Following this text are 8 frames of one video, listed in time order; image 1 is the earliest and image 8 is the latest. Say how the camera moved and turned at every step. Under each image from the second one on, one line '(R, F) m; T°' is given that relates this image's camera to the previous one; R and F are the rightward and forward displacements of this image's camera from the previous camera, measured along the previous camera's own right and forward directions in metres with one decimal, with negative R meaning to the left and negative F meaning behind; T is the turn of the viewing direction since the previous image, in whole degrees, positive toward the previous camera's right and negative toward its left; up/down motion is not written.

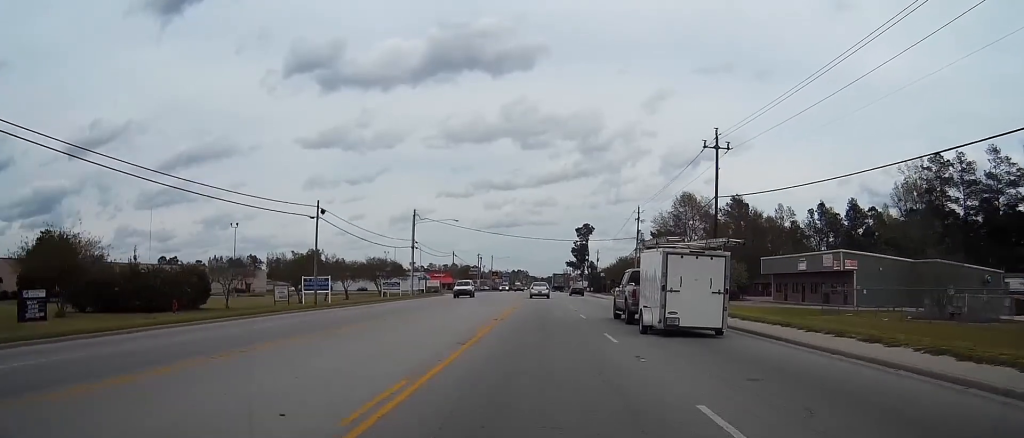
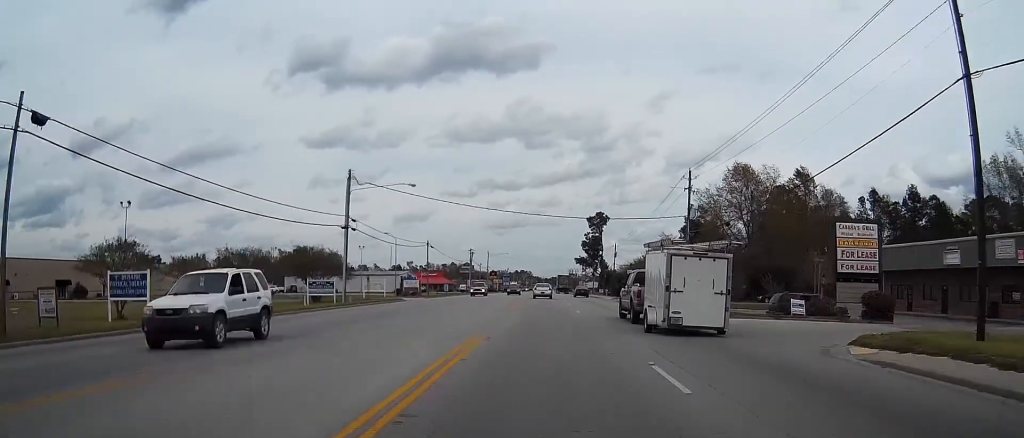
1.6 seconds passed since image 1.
(-0.2, +32.6) m; -1°
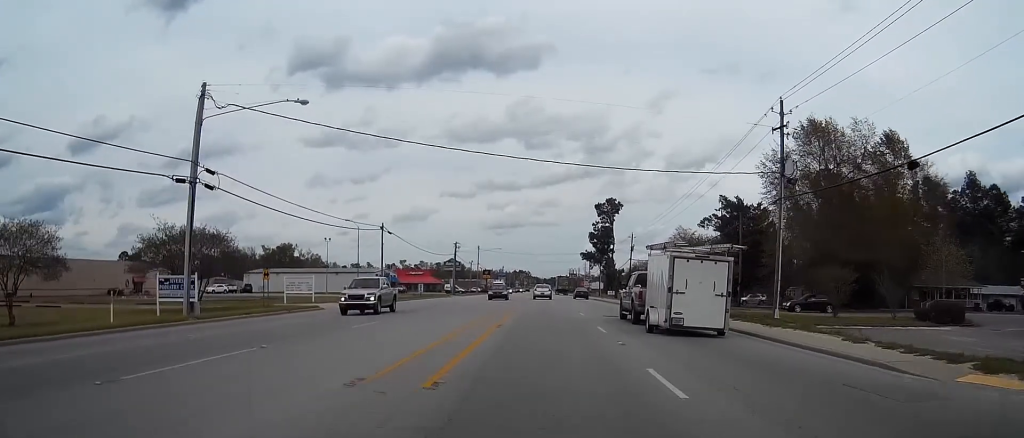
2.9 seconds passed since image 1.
(0.0, +27.2) m; 0°
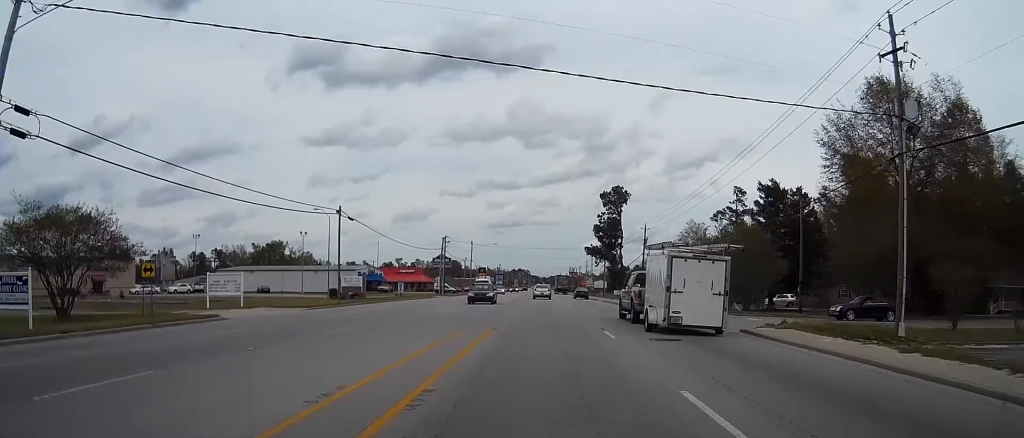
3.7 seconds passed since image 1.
(0.0, +14.9) m; 0°
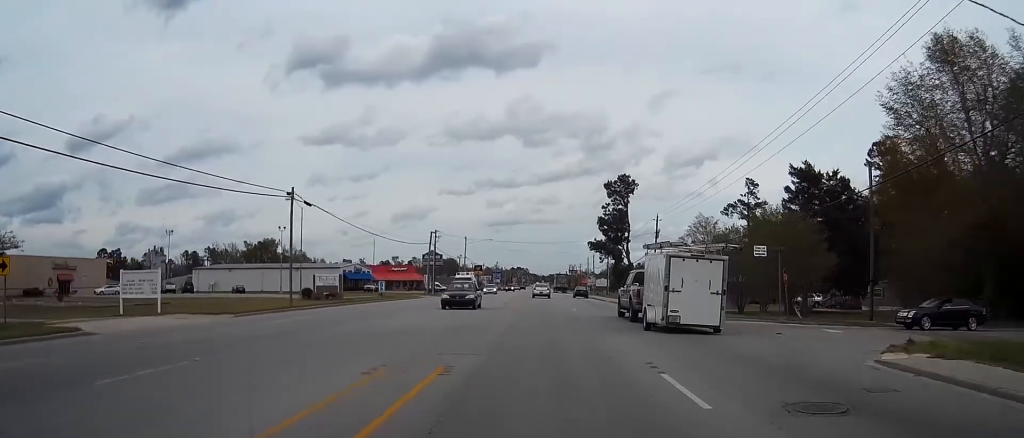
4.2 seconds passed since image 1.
(0.0, +10.8) m; 0°
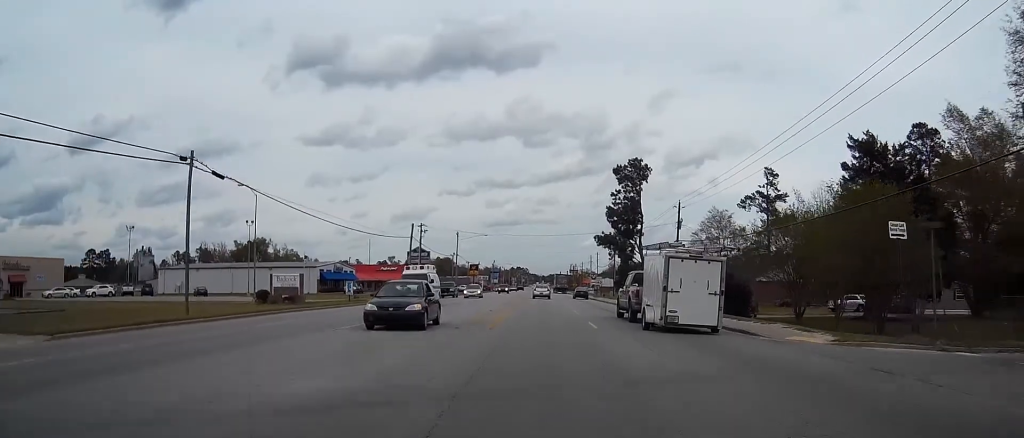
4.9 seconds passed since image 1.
(0.0, +14.1) m; 0°
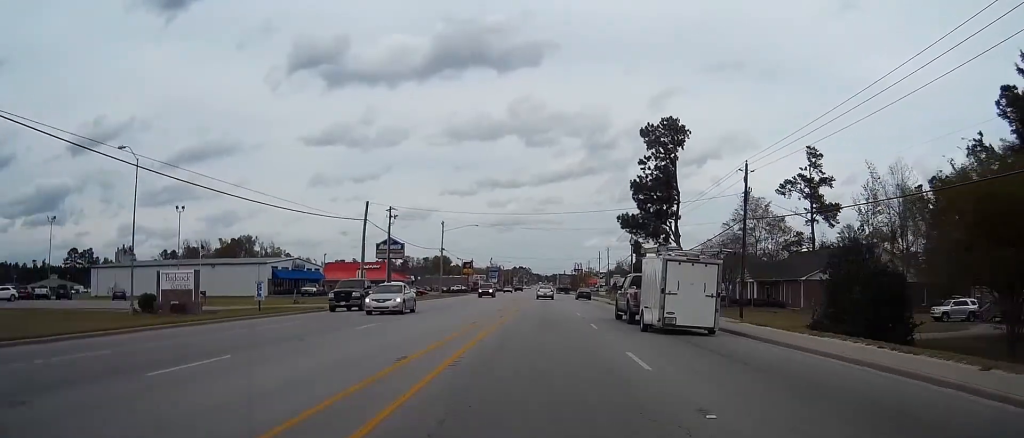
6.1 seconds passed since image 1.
(0.0, +23.5) m; 0°
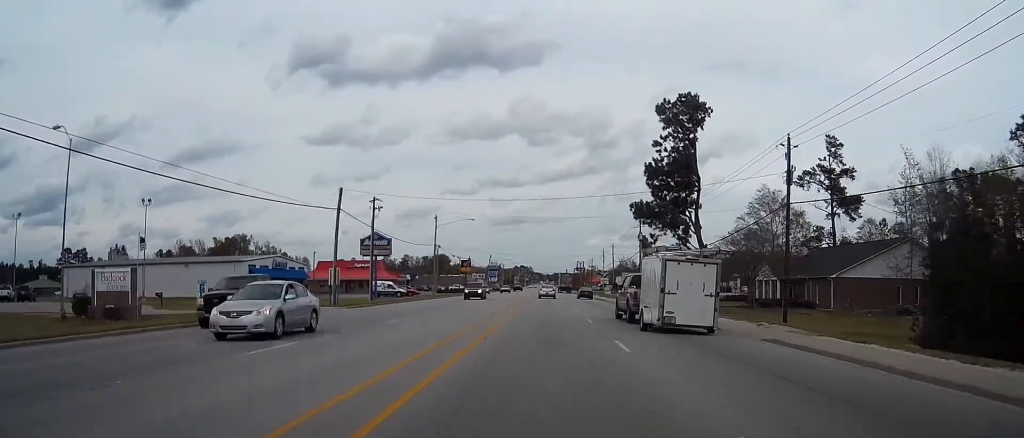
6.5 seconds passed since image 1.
(0.0, +8.7) m; 0°
